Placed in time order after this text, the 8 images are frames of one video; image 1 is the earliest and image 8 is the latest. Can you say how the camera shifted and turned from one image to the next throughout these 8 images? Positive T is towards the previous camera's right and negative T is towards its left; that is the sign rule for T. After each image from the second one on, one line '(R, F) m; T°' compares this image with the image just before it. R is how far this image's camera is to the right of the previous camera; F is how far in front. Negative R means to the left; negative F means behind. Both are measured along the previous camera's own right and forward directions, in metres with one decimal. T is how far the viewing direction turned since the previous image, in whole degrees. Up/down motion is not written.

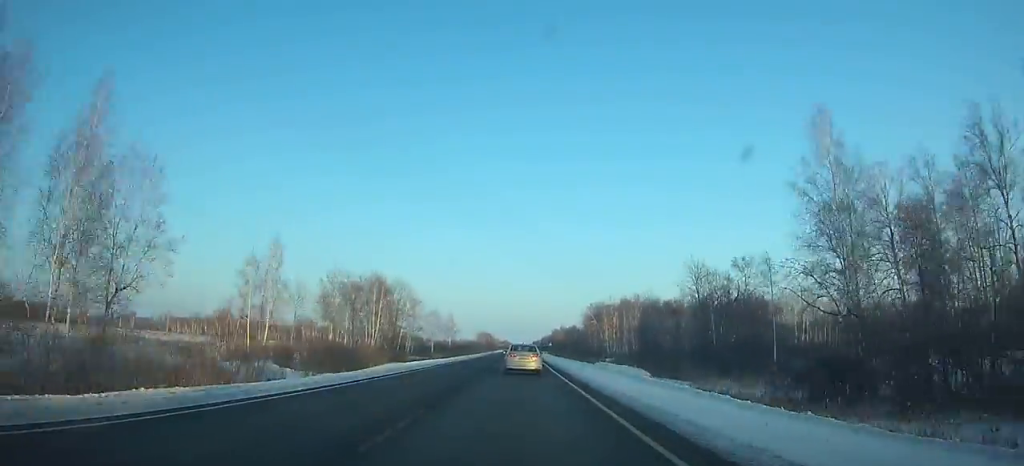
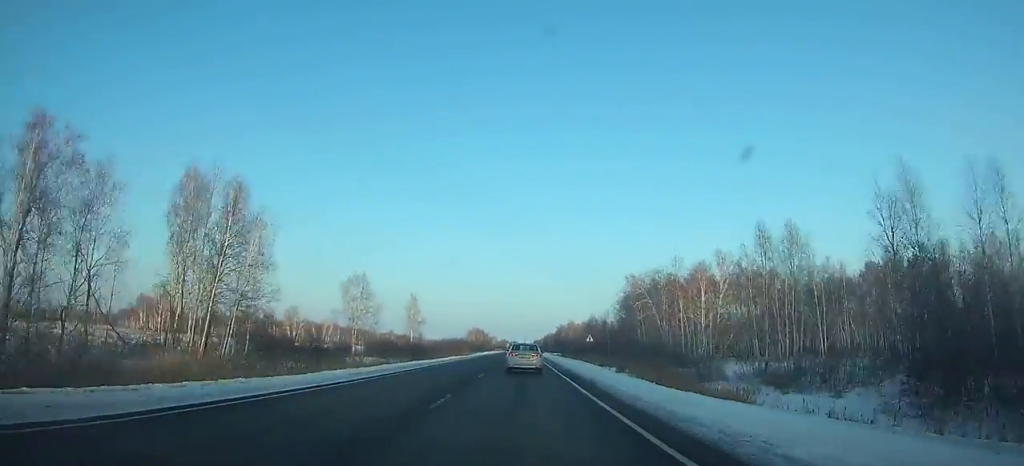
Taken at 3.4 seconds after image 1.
(+0.2, +78.1) m; 0°
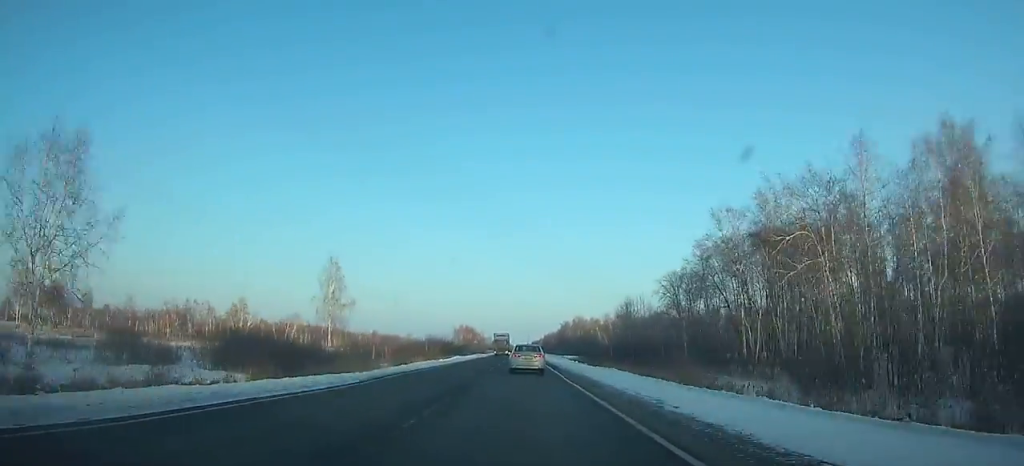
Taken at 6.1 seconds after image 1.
(+0.1, +61.9) m; 0°
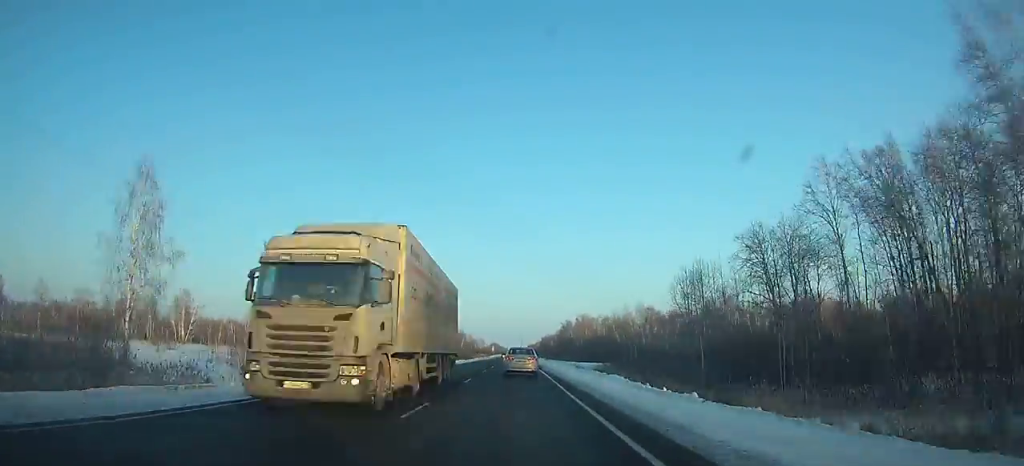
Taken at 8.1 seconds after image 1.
(+0.1, +45.9) m; 0°
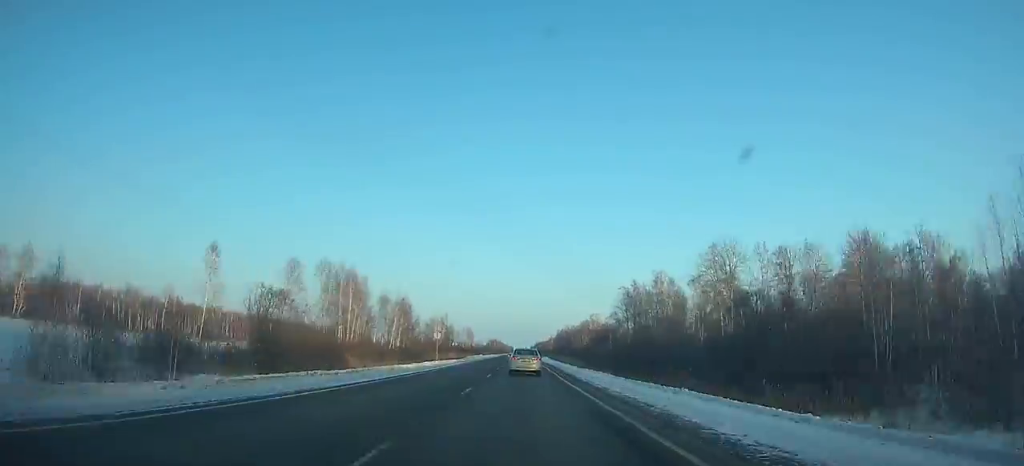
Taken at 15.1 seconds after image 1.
(-1.2, +161.8) m; -1°
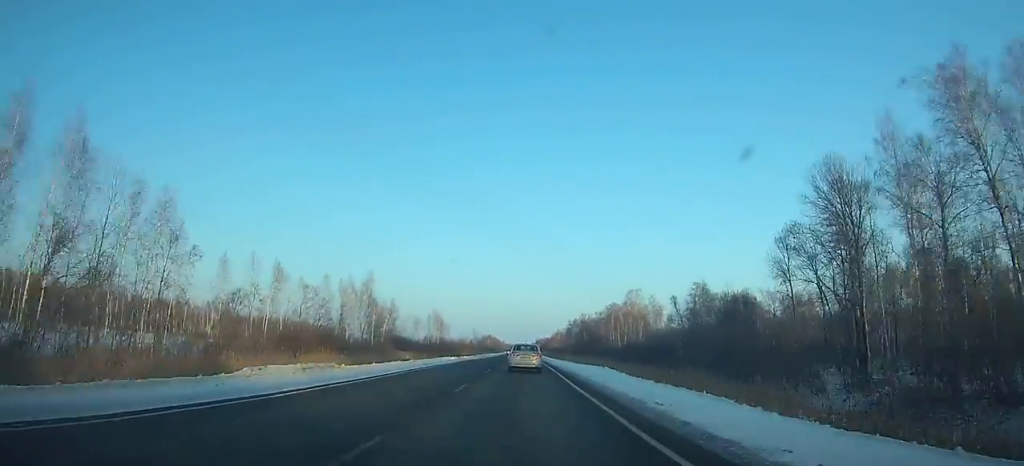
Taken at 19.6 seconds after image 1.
(+0.1, +105.3) m; 0°
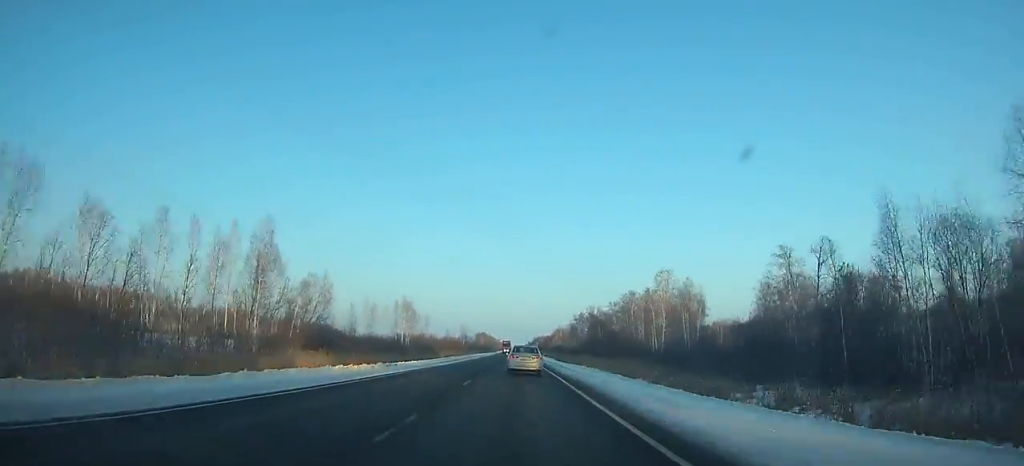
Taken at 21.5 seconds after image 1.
(+0.3, +44.8) m; 0°
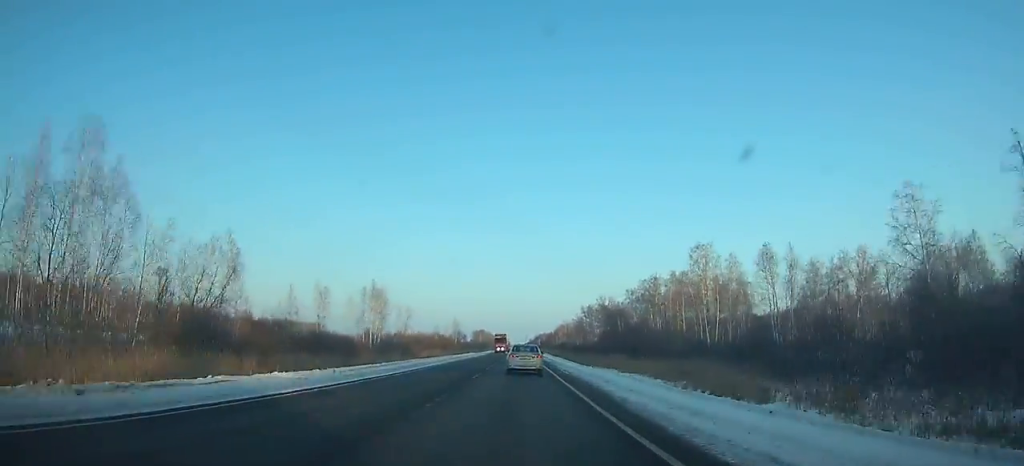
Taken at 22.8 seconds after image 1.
(0.0, +30.7) m; 0°
